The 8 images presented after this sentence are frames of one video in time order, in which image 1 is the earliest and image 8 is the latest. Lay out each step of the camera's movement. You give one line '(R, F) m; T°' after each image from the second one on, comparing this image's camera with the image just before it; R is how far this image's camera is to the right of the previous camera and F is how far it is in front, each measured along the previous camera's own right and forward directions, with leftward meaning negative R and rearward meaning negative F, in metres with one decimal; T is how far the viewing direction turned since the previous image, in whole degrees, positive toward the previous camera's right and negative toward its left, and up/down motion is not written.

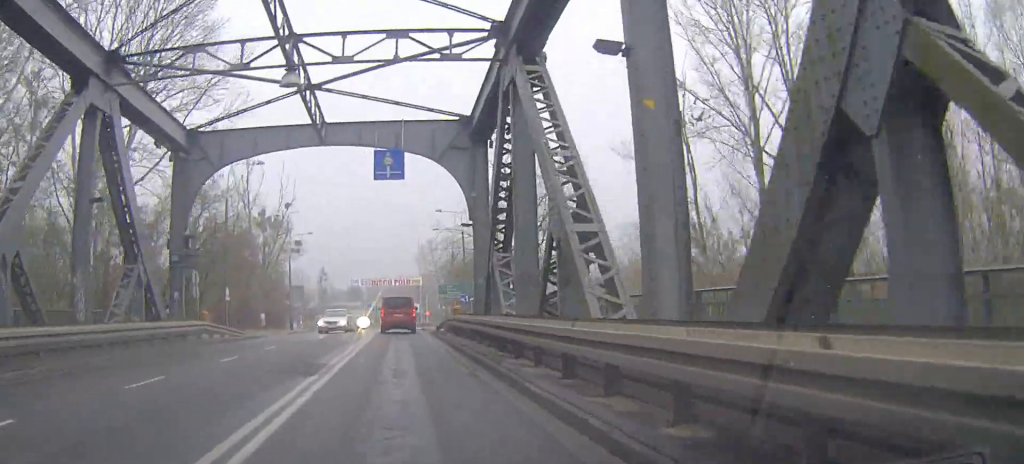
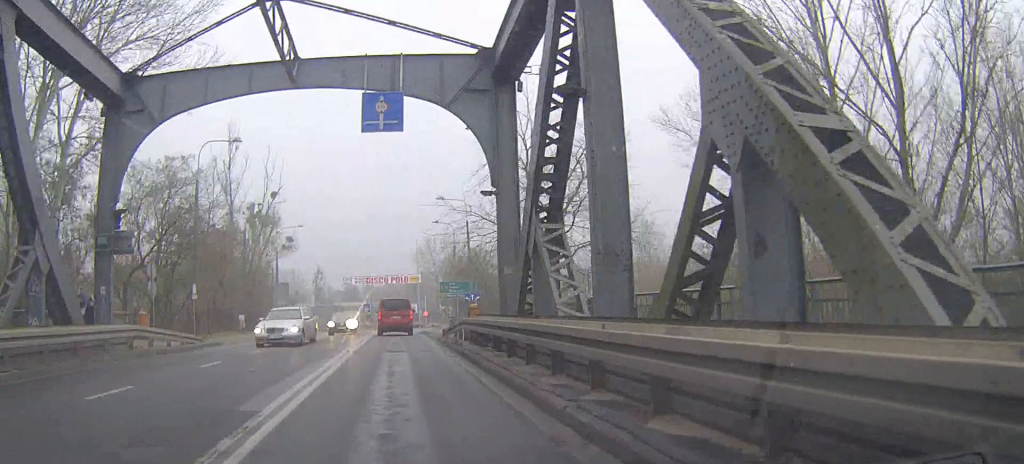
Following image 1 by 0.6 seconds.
(0.0, +7.7) m; 0°
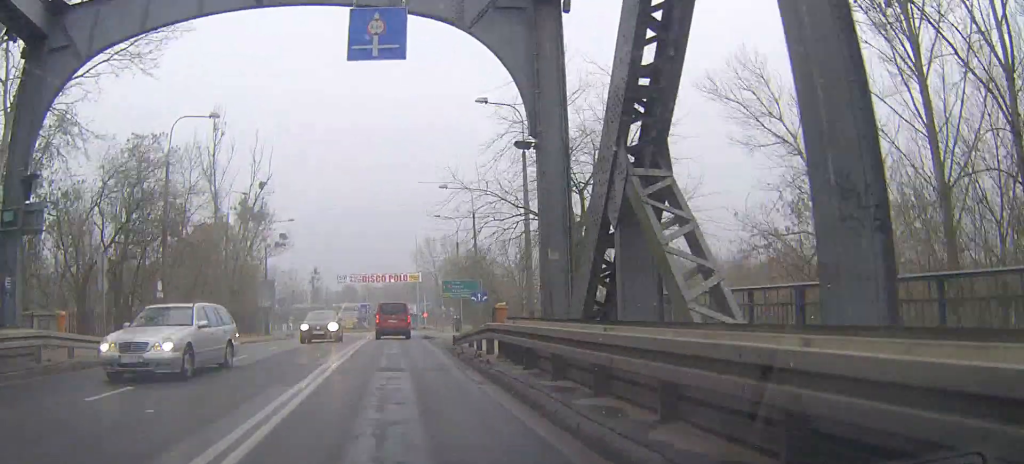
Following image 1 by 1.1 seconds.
(+0.1, +6.1) m; 0°
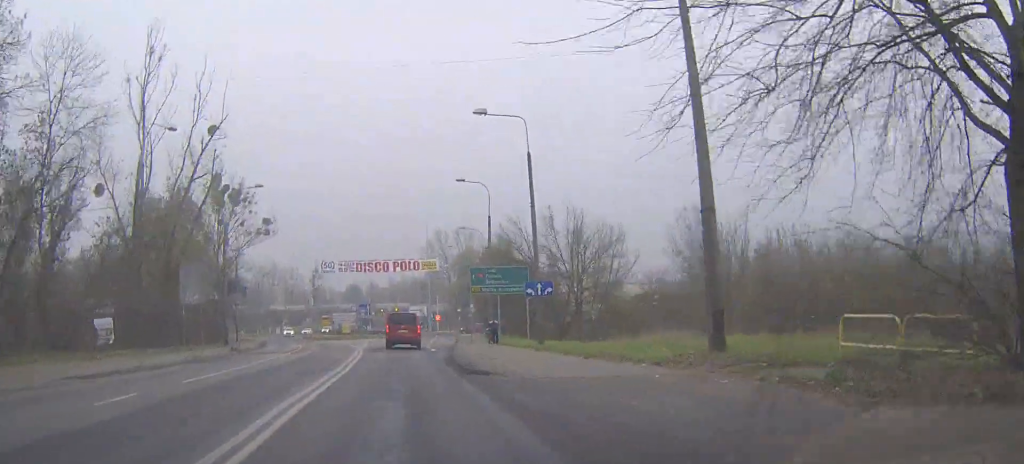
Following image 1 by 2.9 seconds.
(-0.2, +21.8) m; -1°
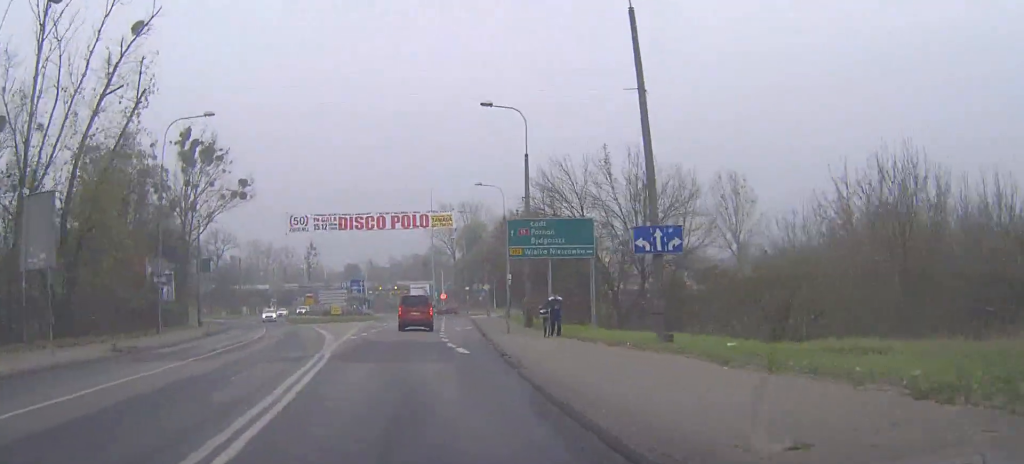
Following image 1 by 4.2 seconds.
(-0.1, +16.2) m; -1°
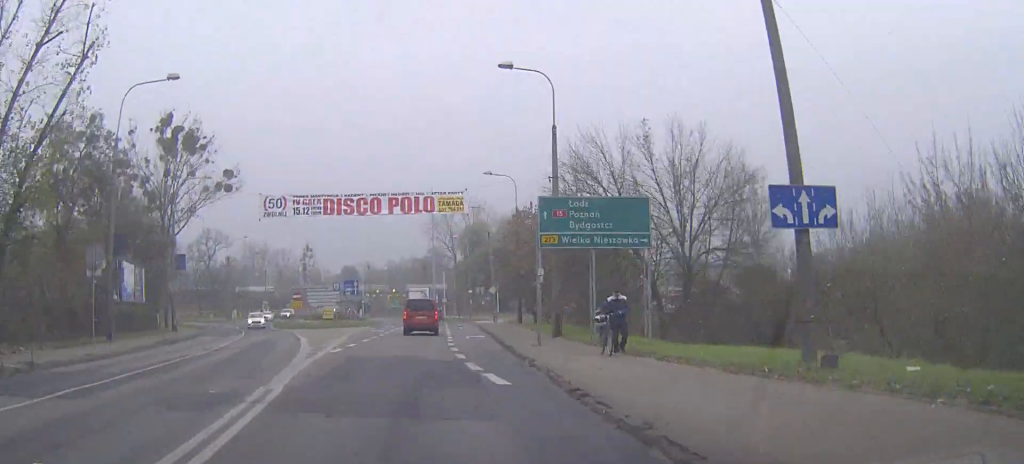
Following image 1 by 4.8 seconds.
(0.0, +7.2) m; 0°
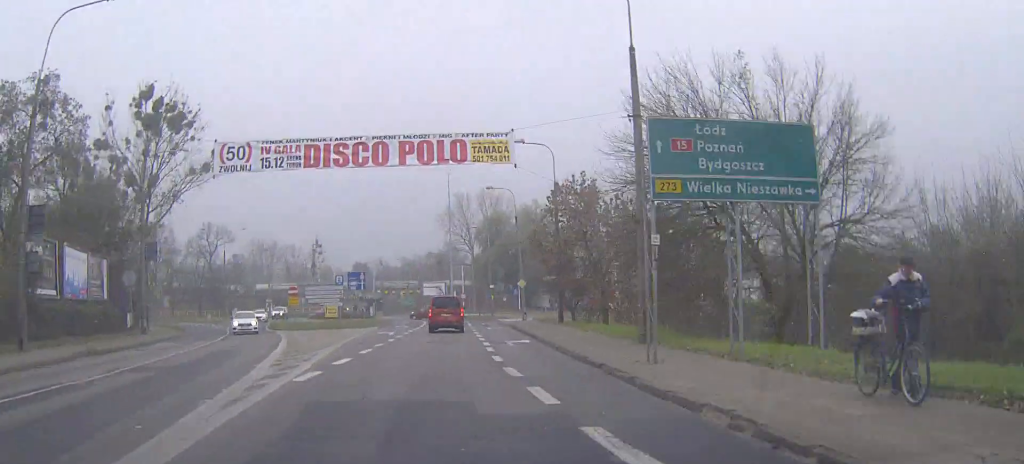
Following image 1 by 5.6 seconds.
(0.0, +9.9) m; 0°
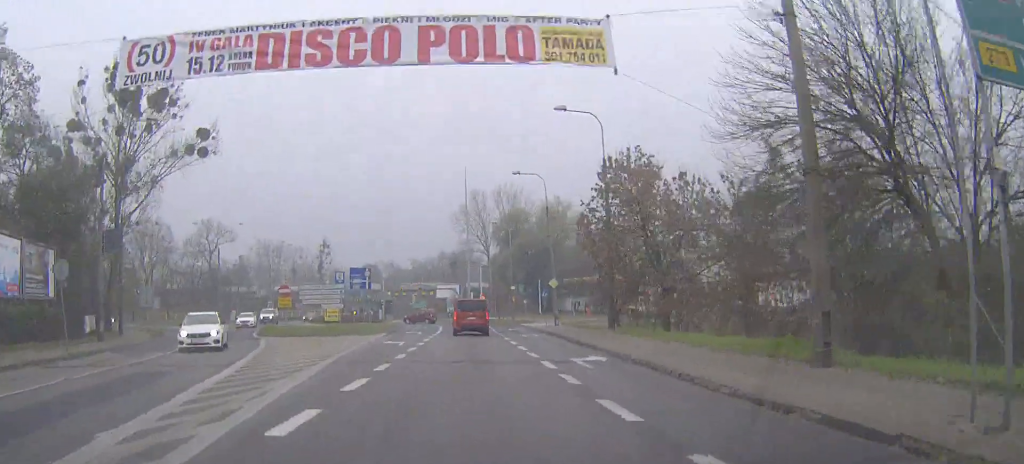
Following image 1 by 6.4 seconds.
(0.0, +9.1) m; 0°
